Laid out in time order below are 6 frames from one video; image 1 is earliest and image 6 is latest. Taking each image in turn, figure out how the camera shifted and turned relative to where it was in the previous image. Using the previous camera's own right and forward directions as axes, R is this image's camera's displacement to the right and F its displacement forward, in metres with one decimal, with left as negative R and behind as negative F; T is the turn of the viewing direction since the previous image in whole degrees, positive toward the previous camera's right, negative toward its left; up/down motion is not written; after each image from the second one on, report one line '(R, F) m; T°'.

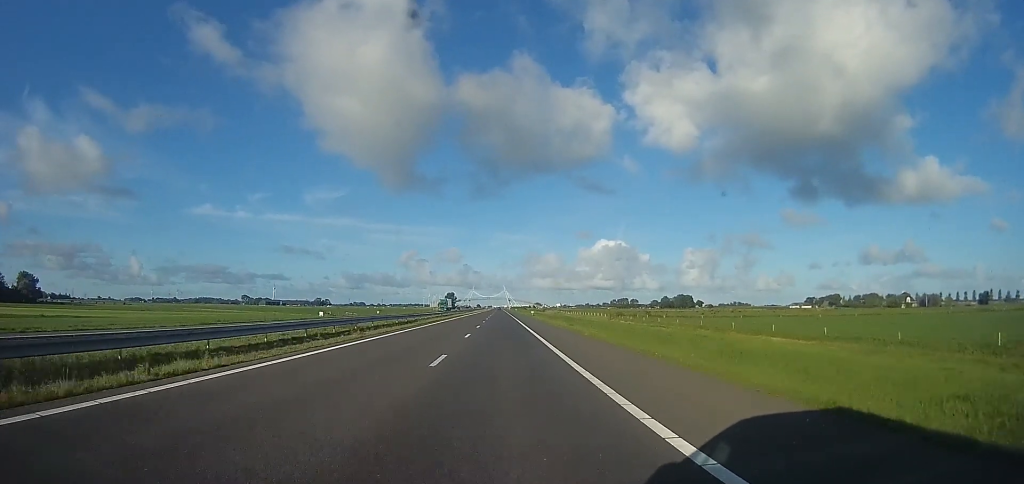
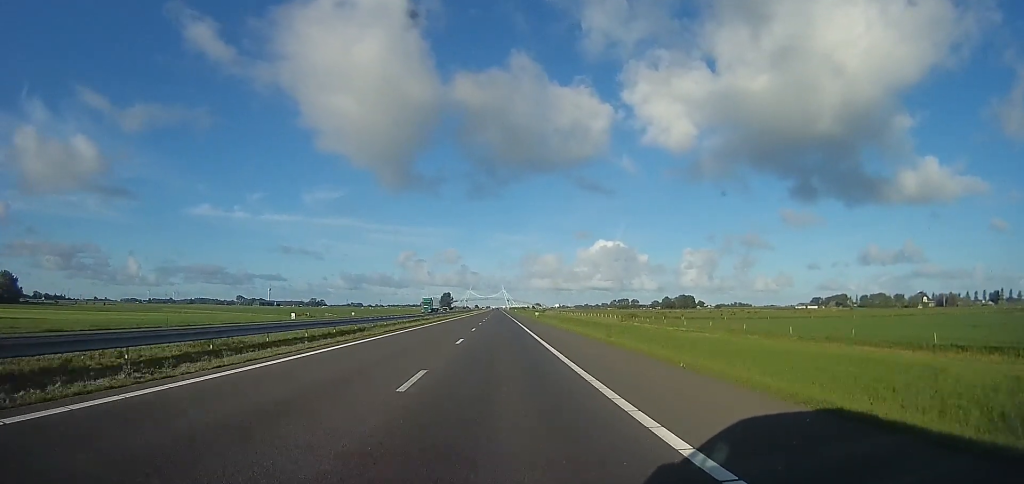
(+0.1, +15.6) m; 0°
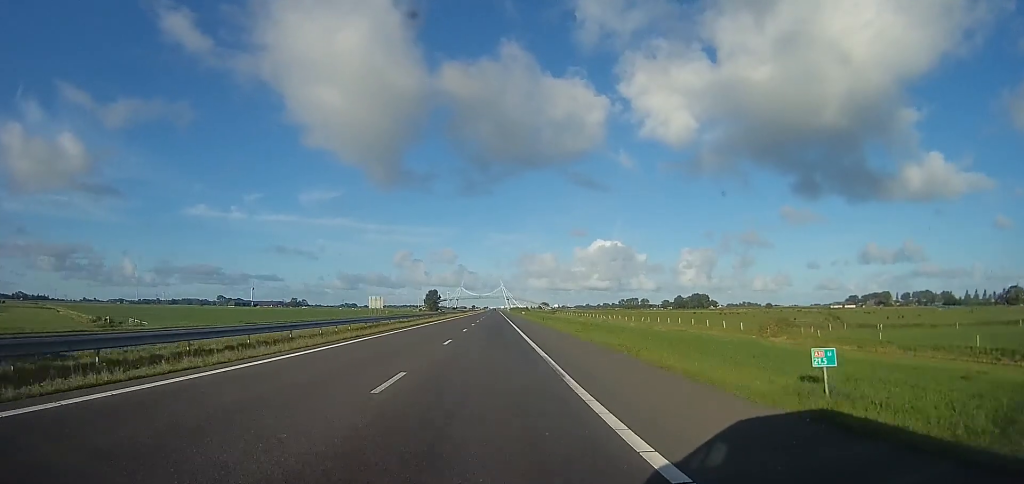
(-0.1, +70.9) m; 0°
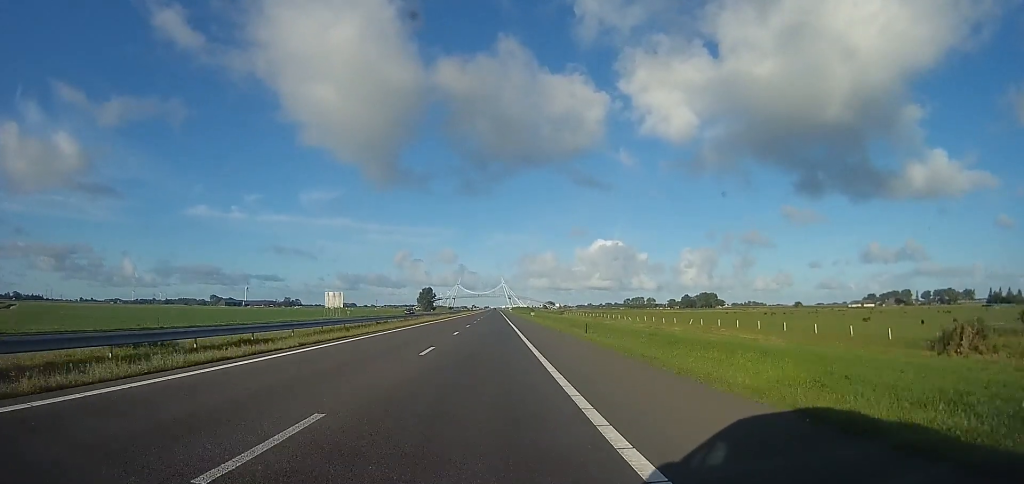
(0.0, +28.5) m; +2°
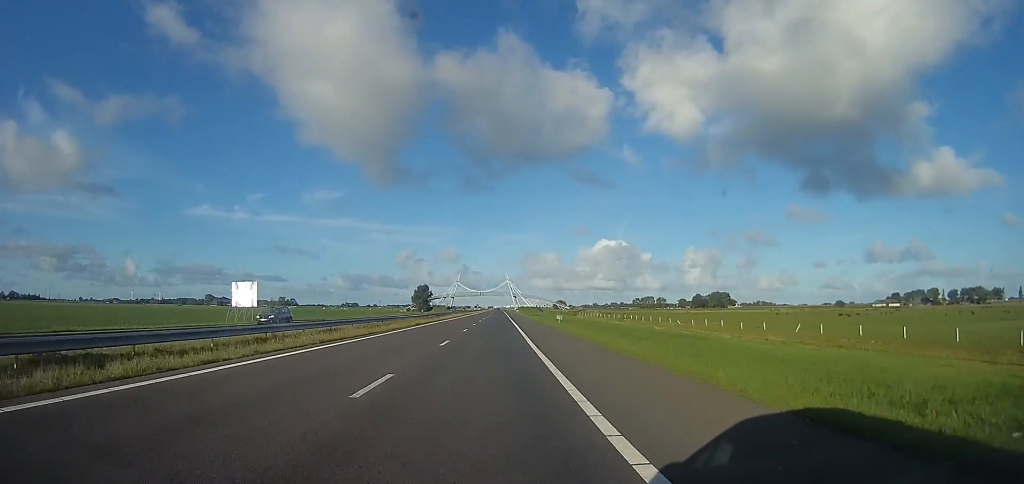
(+1.3, +31.2) m; -1°
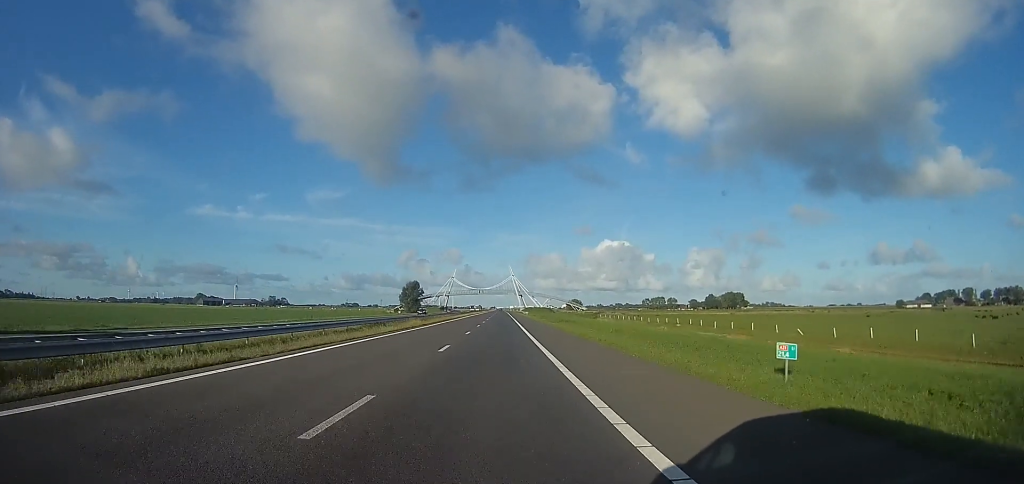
(-3.0, +37.9) m; -4°
